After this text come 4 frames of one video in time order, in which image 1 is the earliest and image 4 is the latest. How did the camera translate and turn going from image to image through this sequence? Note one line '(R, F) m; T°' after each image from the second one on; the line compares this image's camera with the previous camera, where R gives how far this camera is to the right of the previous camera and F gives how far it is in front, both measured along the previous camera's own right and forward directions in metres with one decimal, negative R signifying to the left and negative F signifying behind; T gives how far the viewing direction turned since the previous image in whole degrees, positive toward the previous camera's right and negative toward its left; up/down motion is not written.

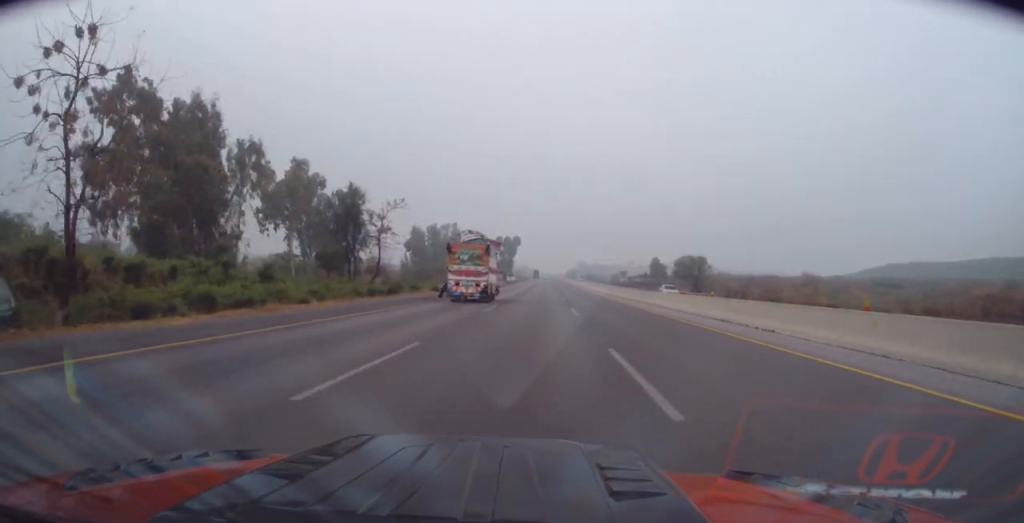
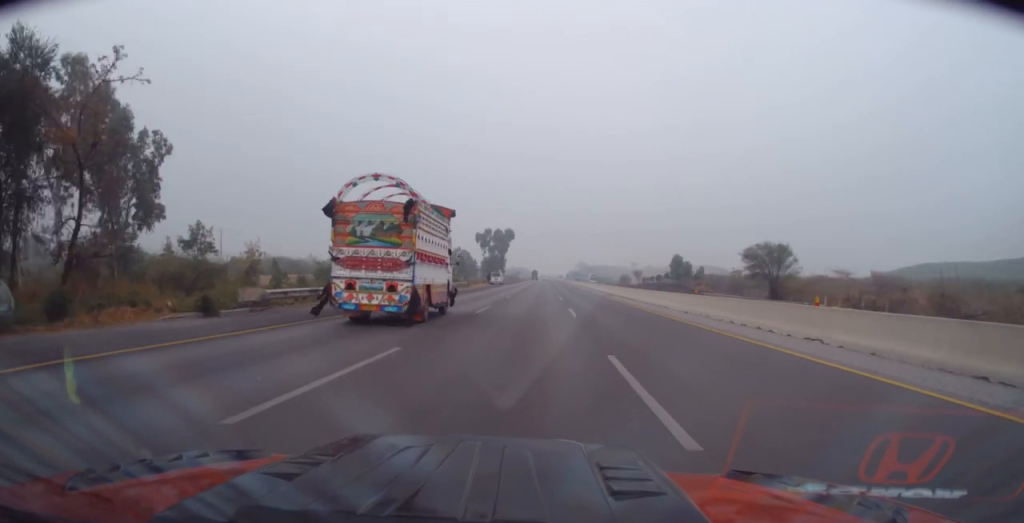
(-0.2, +36.8) m; 0°
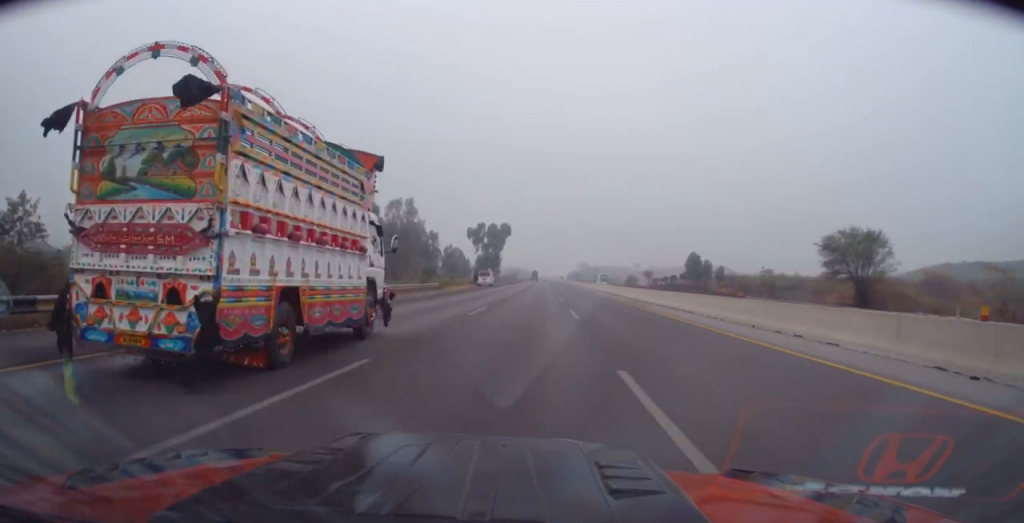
(+0.2, +19.7) m; 0°
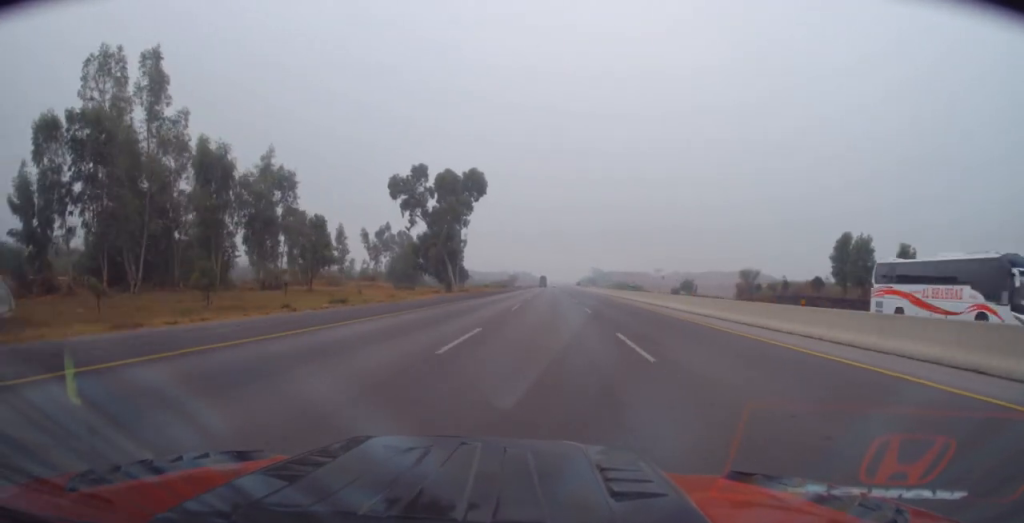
(-1.3, +81.8) m; -1°
